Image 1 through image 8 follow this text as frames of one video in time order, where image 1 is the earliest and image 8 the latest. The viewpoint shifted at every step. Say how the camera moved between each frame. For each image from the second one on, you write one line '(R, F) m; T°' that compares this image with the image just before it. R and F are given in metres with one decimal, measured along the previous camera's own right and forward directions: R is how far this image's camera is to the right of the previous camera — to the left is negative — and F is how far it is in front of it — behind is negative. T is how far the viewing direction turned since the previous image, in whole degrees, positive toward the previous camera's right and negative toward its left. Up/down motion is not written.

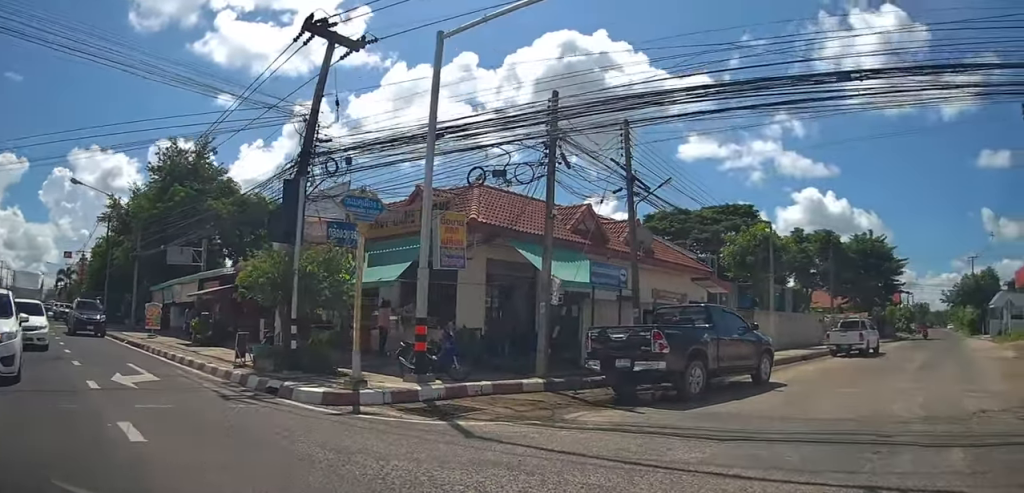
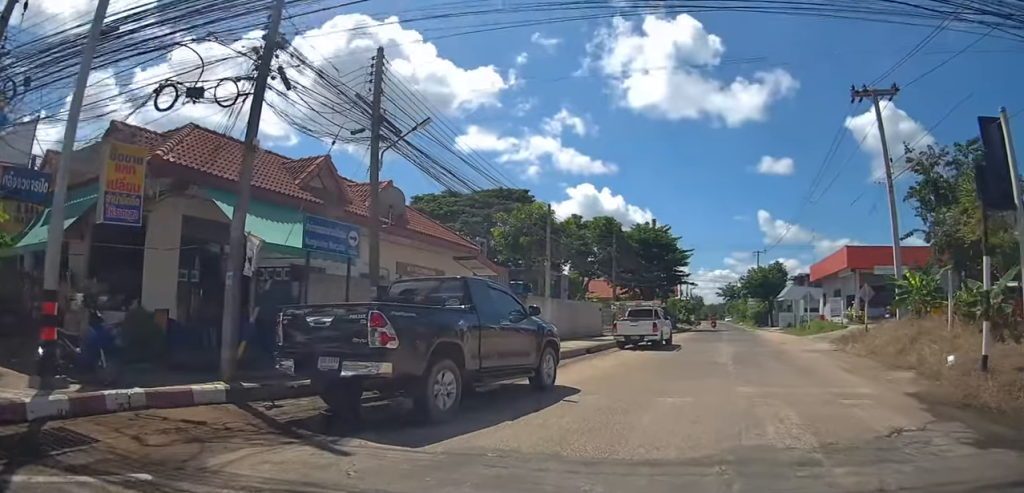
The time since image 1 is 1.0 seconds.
(-0.1, +3.3) m; +11°
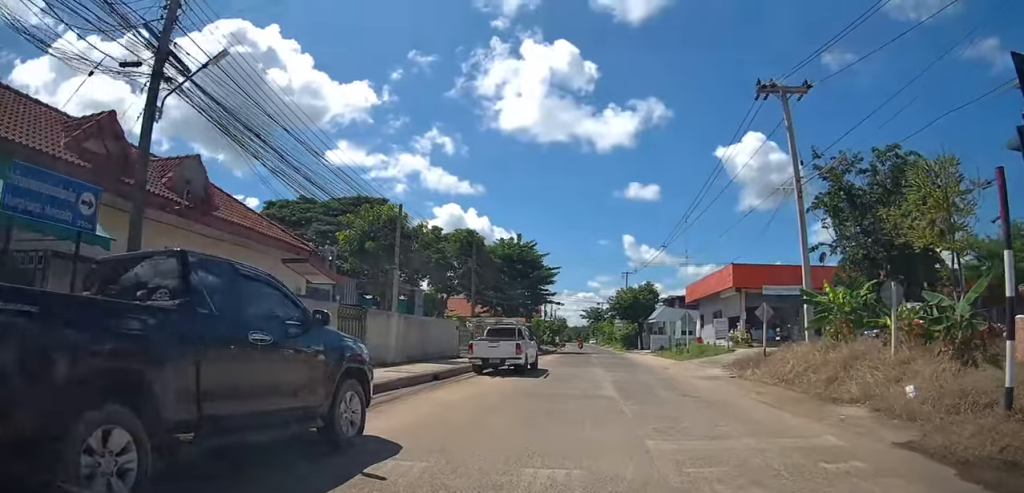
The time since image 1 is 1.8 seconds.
(+0.6, +3.4) m; +19°
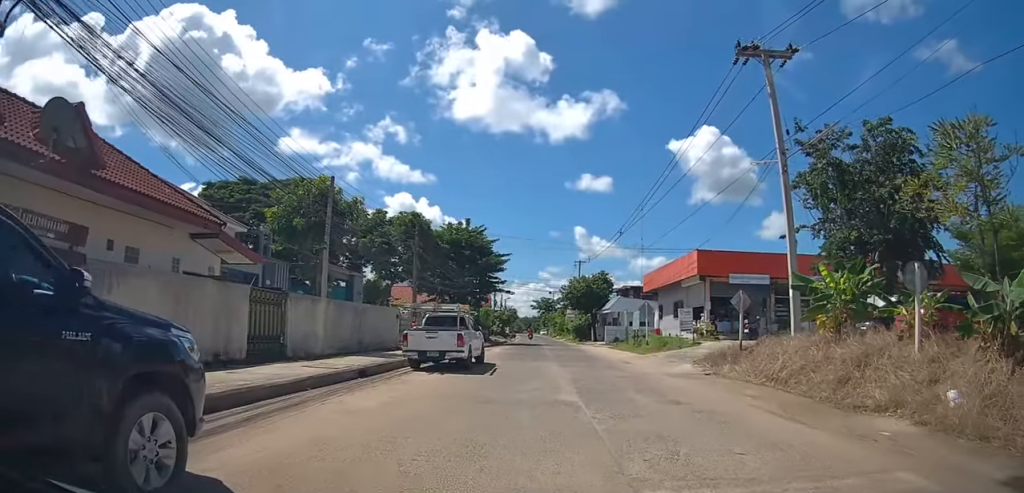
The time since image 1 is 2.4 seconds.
(+0.4, +2.4) m; +6°
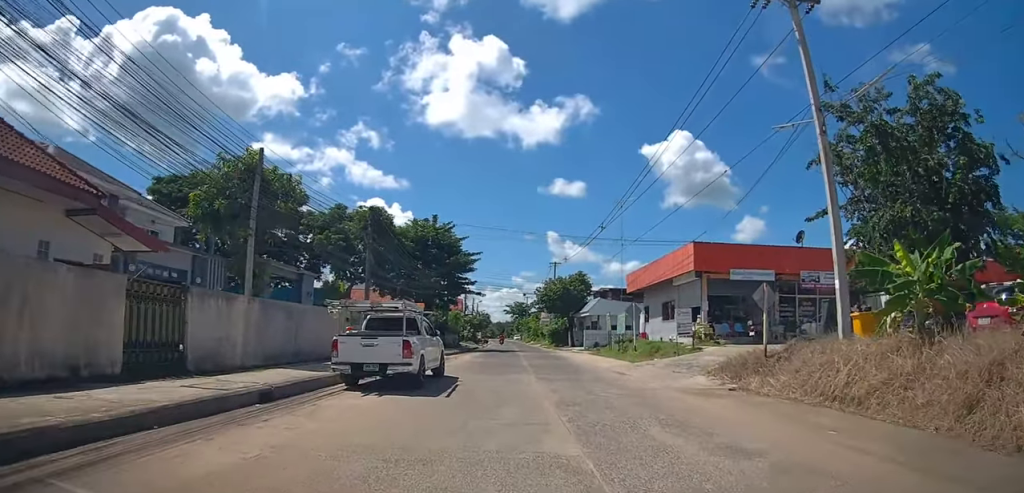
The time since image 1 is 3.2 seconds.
(+0.2, +3.7) m; +5°
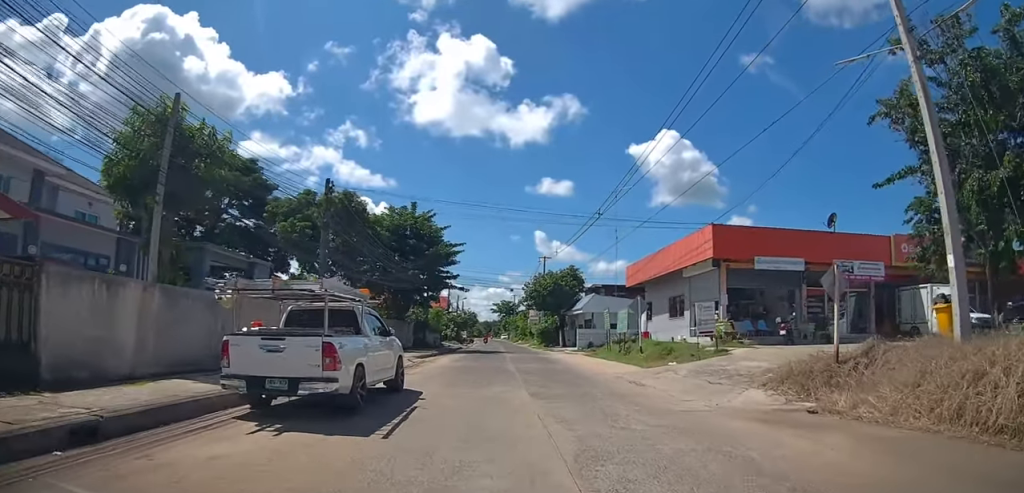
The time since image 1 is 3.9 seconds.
(0.0, +3.8) m; +3°
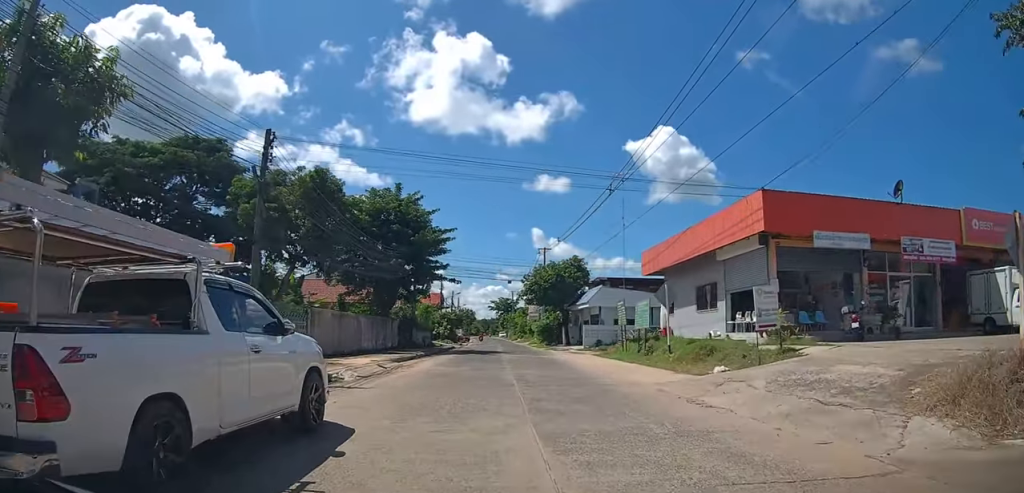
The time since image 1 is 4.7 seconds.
(+0.2, +4.8) m; +2°
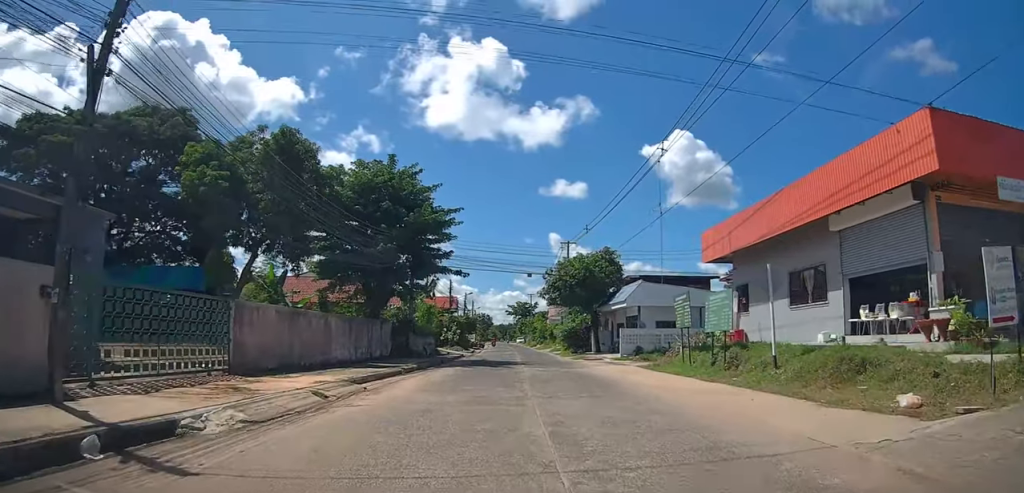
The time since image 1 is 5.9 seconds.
(-0.1, +7.6) m; -1°
